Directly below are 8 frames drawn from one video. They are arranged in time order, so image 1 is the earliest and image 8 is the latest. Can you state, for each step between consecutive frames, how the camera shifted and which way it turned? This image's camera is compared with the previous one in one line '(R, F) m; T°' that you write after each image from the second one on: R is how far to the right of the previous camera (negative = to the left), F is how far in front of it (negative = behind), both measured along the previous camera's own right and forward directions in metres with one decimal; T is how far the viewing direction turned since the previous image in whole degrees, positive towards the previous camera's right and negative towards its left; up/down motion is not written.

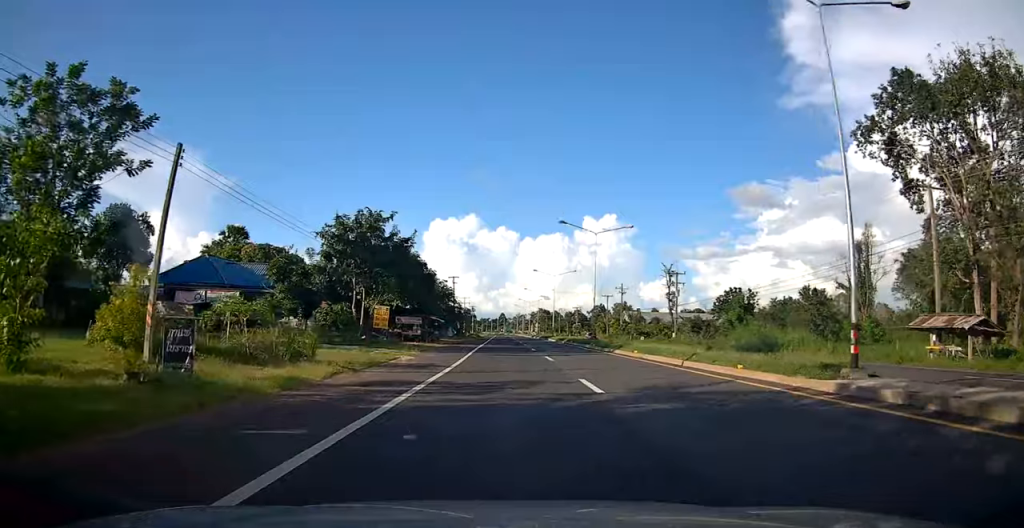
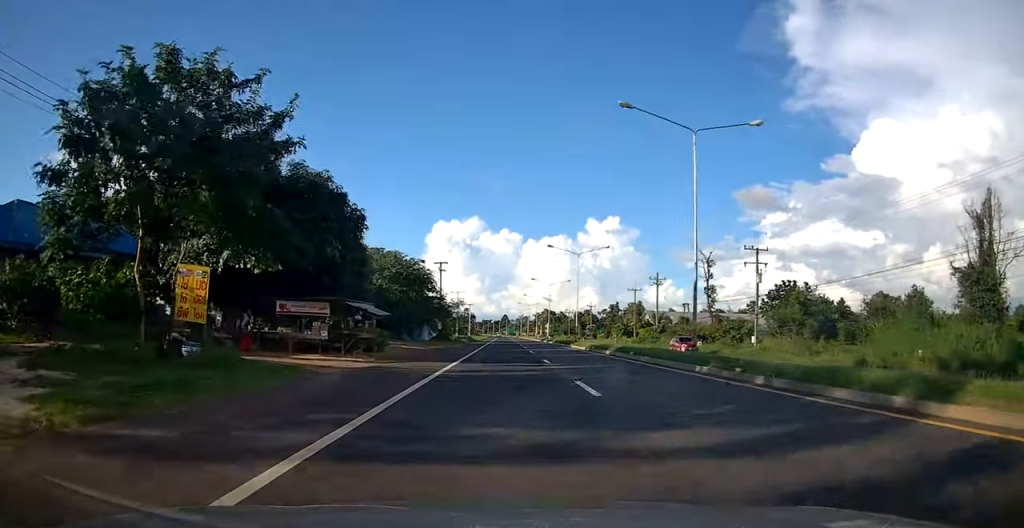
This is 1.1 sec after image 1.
(-0.2, +24.5) m; 0°
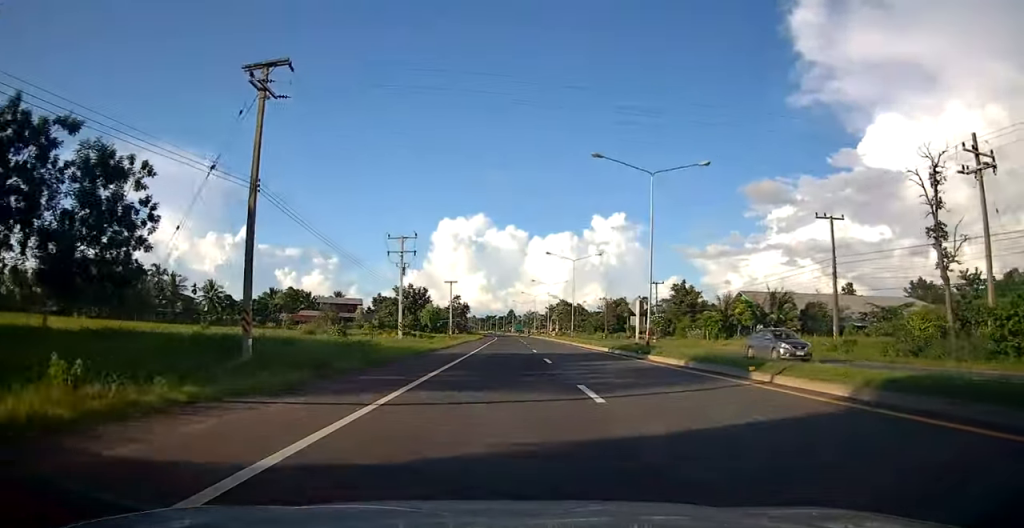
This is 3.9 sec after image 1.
(0.0, +61.4) m; 0°
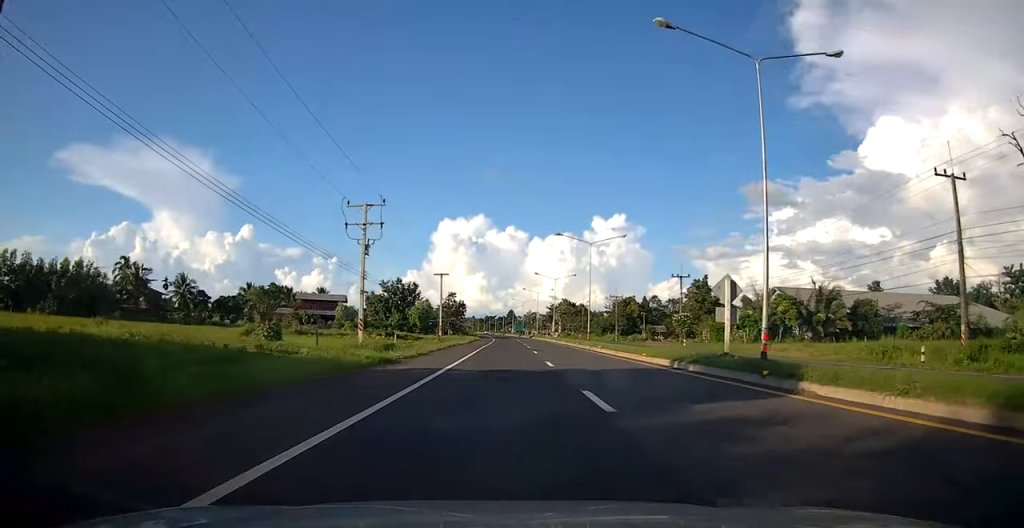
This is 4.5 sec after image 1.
(0.0, +12.8) m; 0°
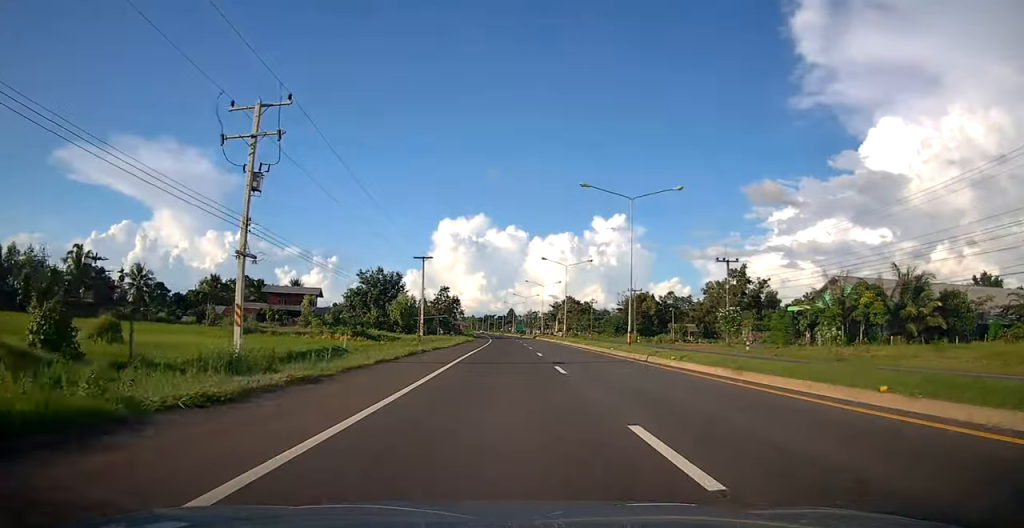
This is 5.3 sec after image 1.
(0.0, +16.6) m; 0°
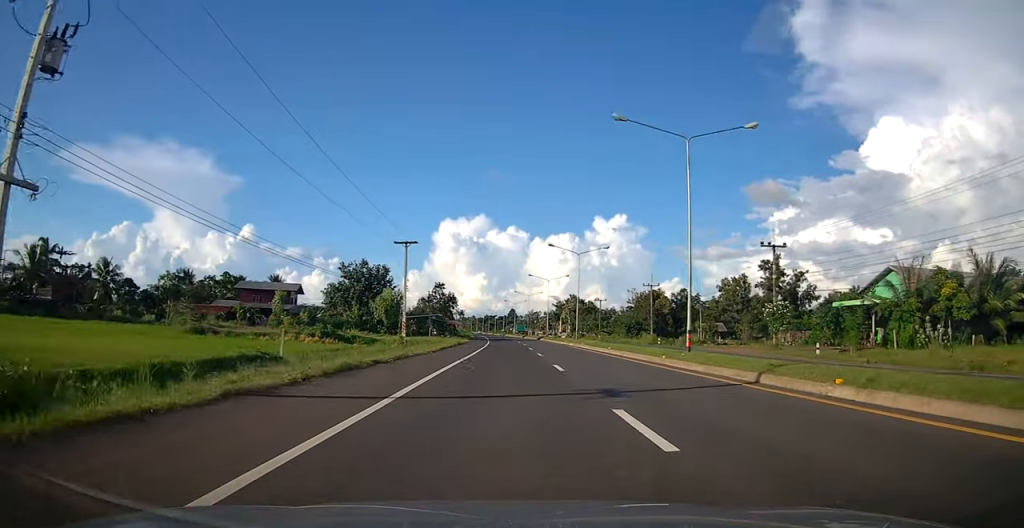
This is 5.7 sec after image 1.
(0.0, +10.7) m; 0°
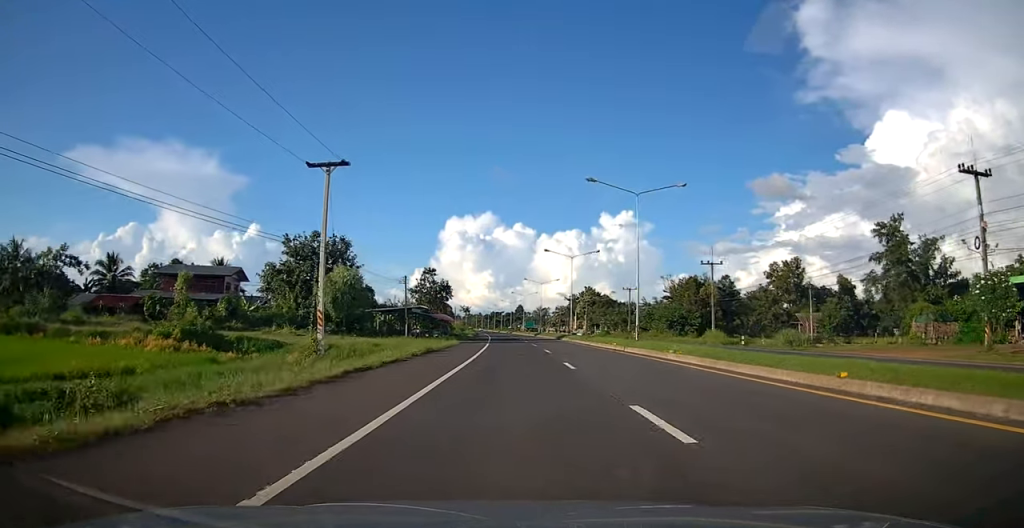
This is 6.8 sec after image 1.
(0.0, +23.8) m; 0°
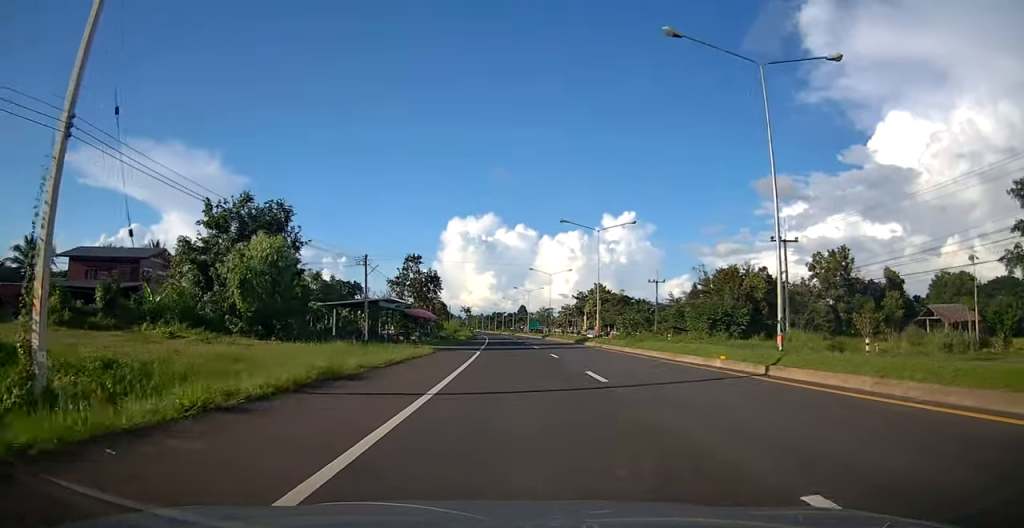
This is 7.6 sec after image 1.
(0.0, +17.2) m; 0°
